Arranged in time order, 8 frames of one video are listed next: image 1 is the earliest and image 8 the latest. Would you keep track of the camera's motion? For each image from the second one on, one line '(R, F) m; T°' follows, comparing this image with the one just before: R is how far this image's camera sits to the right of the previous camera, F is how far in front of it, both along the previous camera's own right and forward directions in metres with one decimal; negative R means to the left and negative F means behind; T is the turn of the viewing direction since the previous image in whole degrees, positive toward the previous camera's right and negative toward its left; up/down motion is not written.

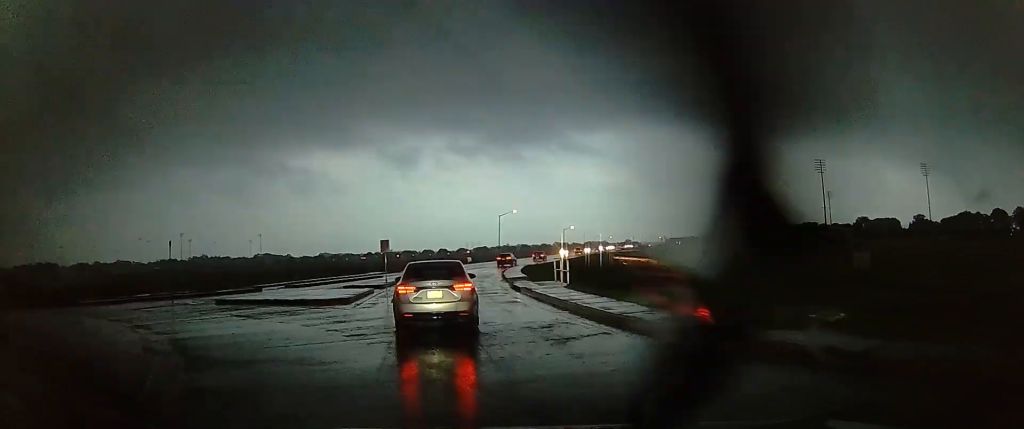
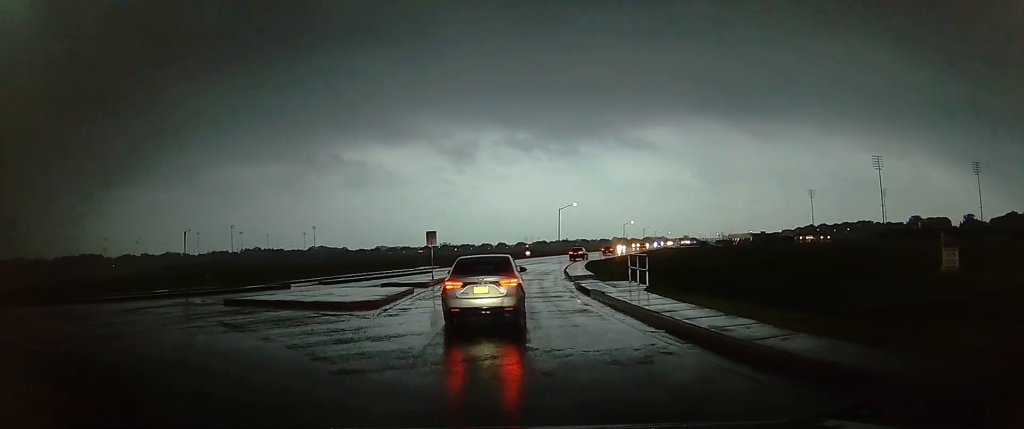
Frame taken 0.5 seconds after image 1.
(+0.3, +4.1) m; -5°
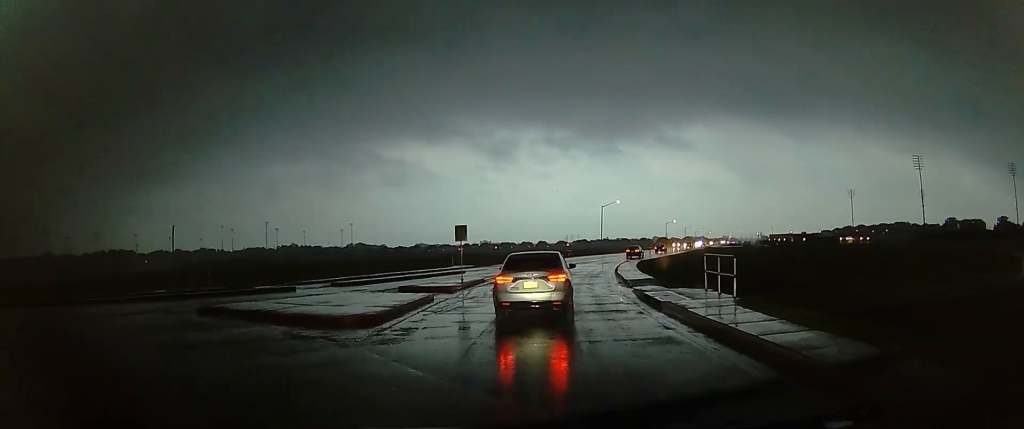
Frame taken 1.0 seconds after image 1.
(+0.9, +4.4) m; -5°
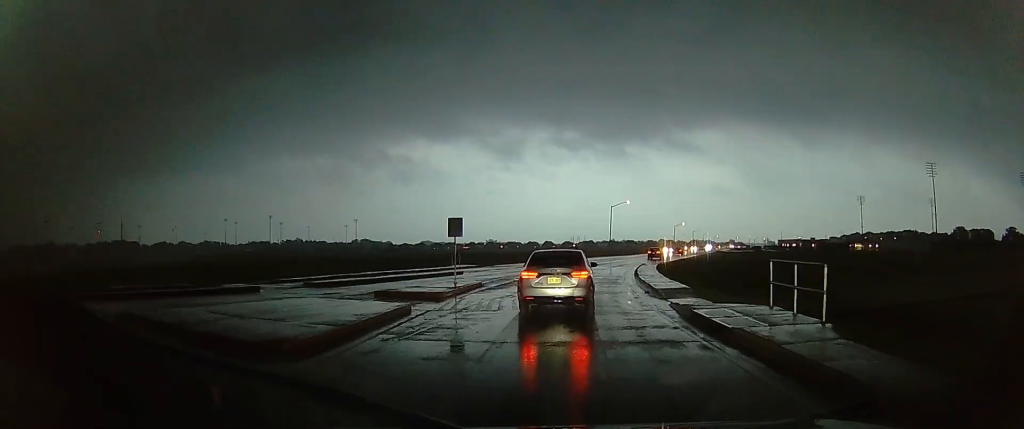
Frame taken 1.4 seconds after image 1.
(-0.7, +4.3) m; -4°
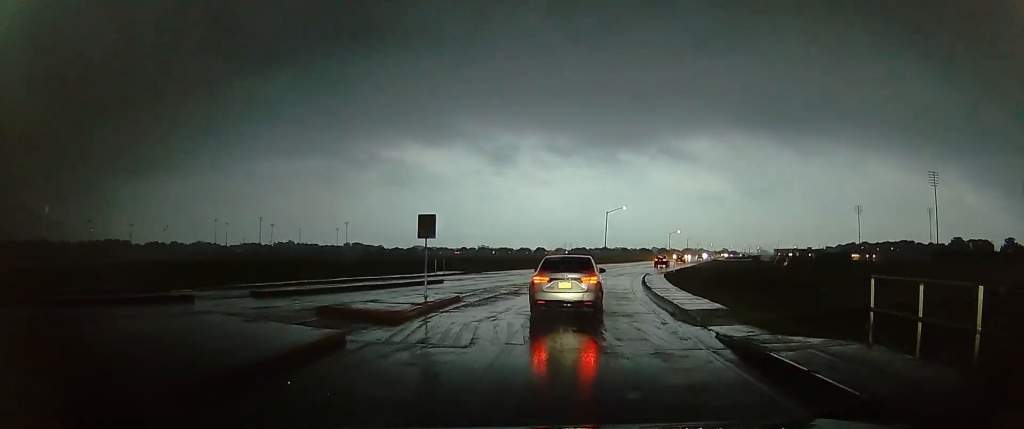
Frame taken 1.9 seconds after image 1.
(-1.0, +4.2) m; -4°
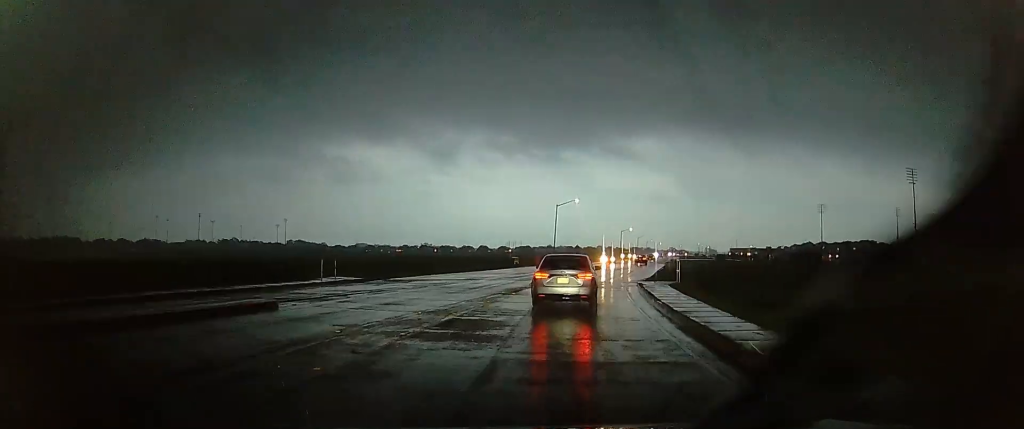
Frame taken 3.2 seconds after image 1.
(+0.9, +14.0) m; +14°
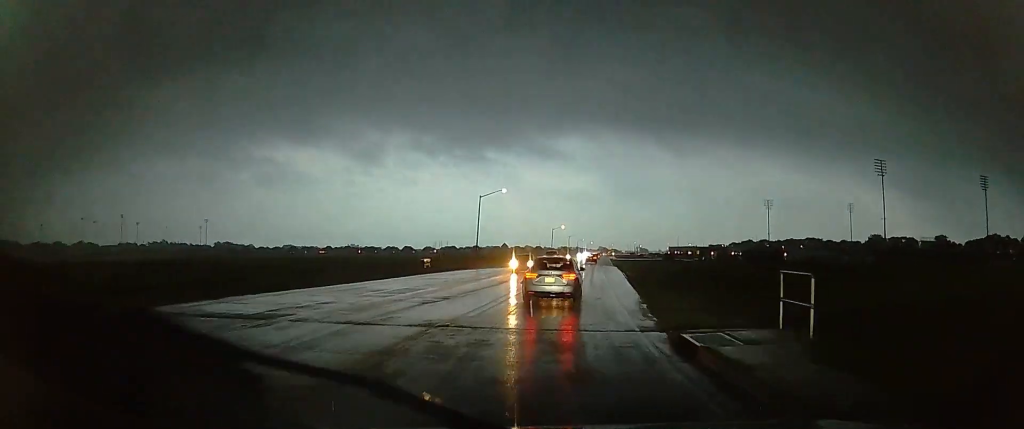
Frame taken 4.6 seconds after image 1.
(+0.7, +17.3) m; +3°
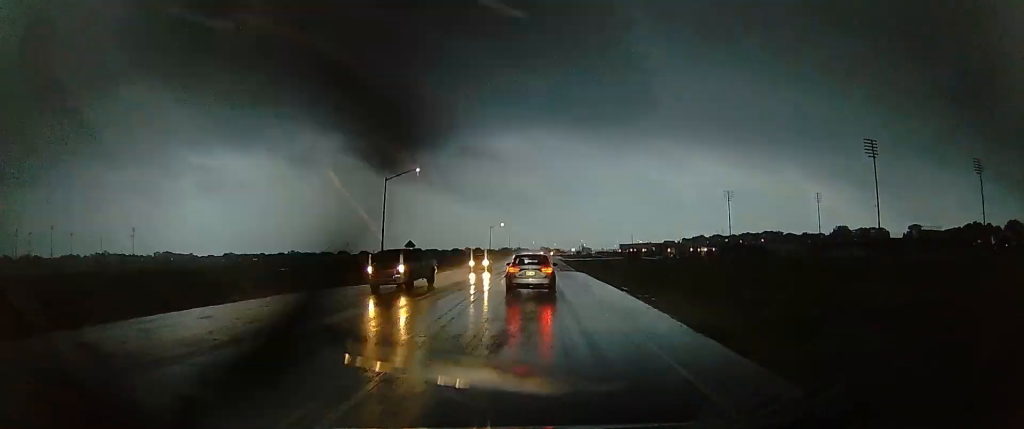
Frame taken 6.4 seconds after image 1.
(+2.7, +24.3) m; +9°
